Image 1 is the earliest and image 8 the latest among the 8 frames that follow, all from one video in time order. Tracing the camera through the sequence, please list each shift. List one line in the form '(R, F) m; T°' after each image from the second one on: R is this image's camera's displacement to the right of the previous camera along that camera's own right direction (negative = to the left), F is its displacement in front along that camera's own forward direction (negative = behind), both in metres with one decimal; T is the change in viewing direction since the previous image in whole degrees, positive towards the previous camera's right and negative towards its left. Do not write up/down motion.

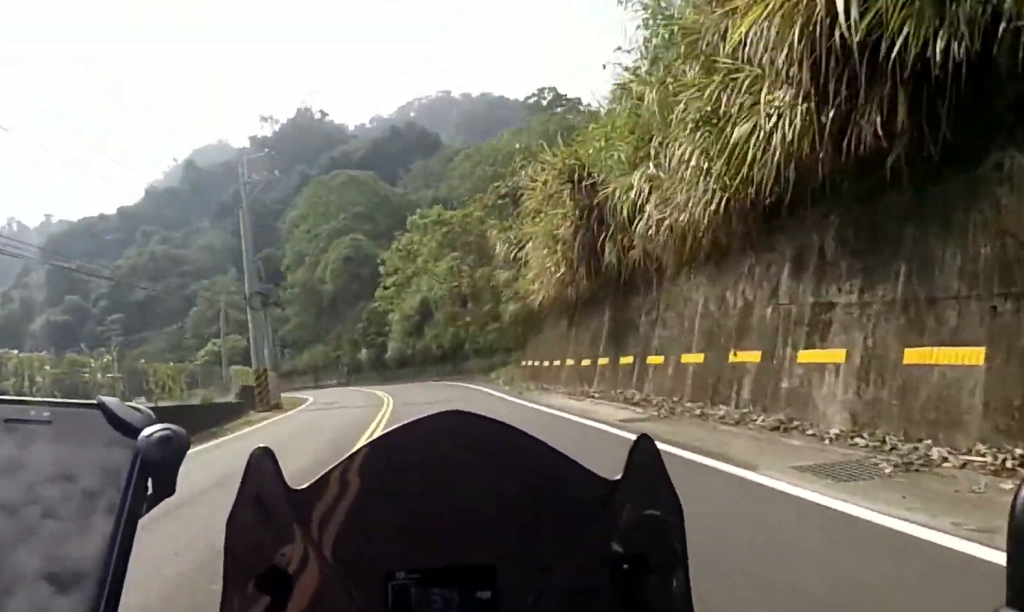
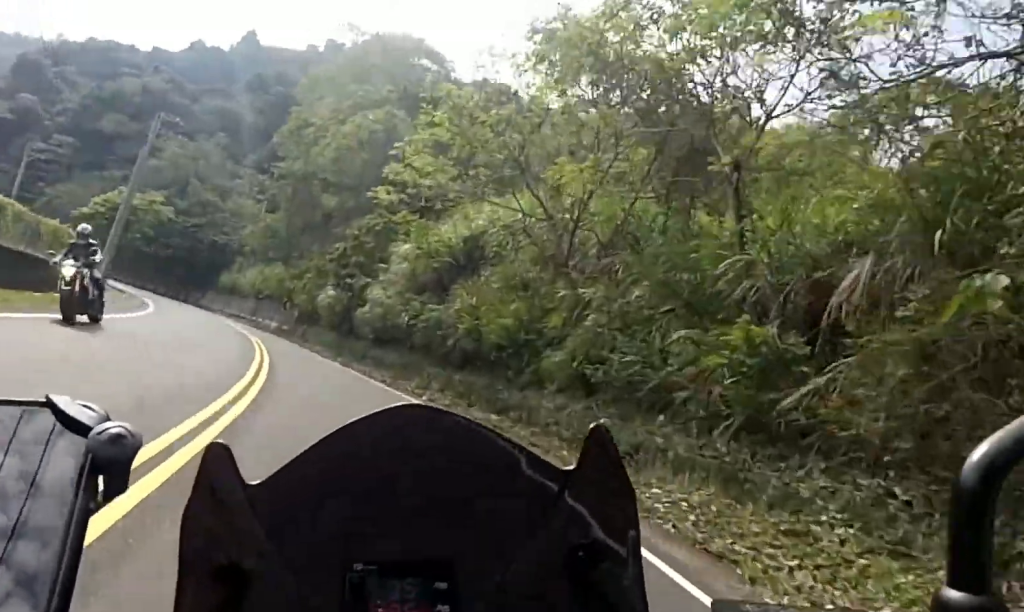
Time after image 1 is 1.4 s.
(+0.2, +23.1) m; -3°
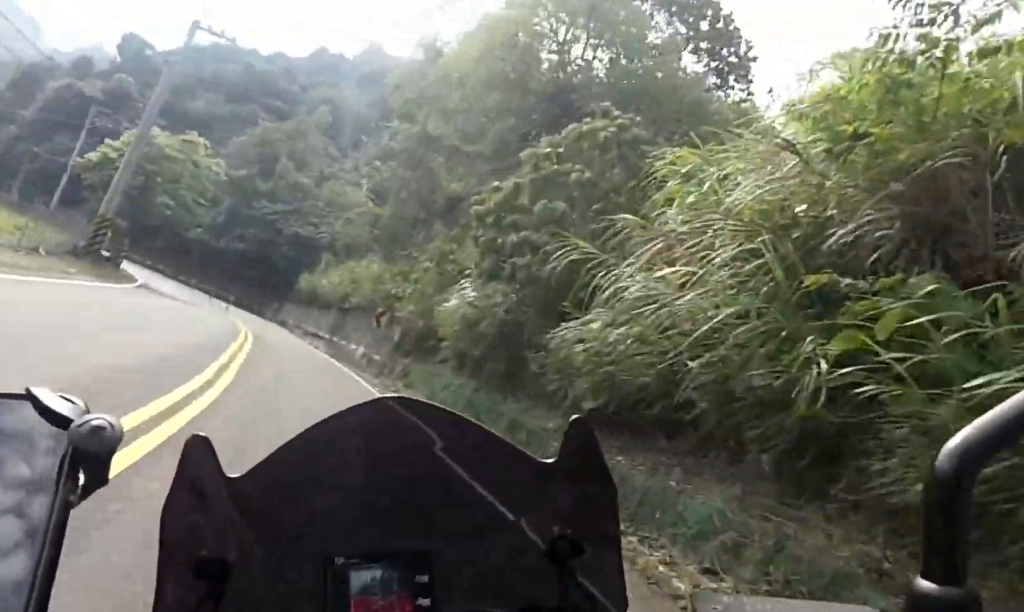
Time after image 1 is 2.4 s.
(-0.9, +15.7) m; -10°
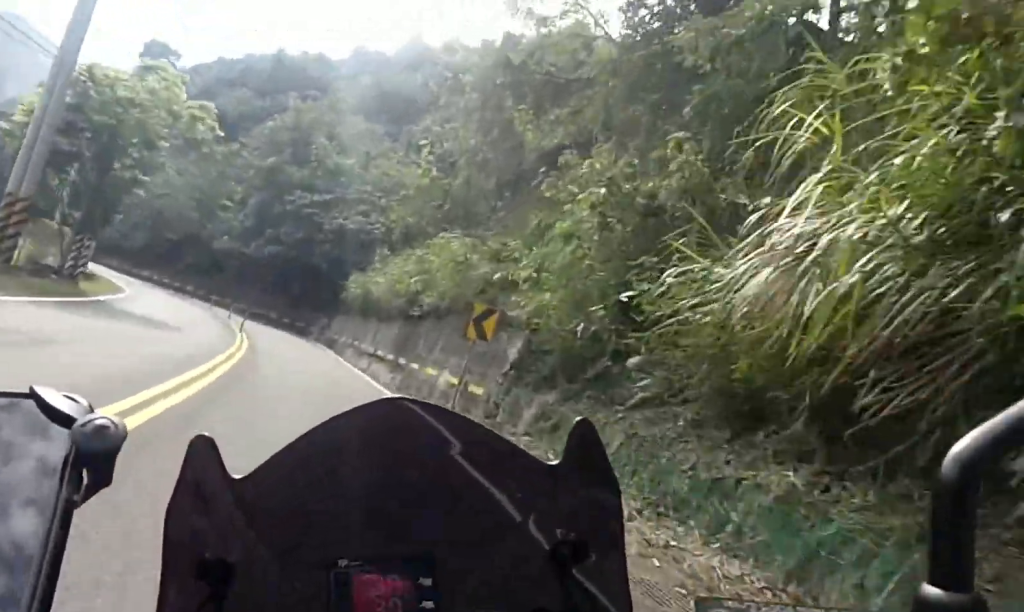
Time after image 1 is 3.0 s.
(-0.7, +9.4) m; -7°
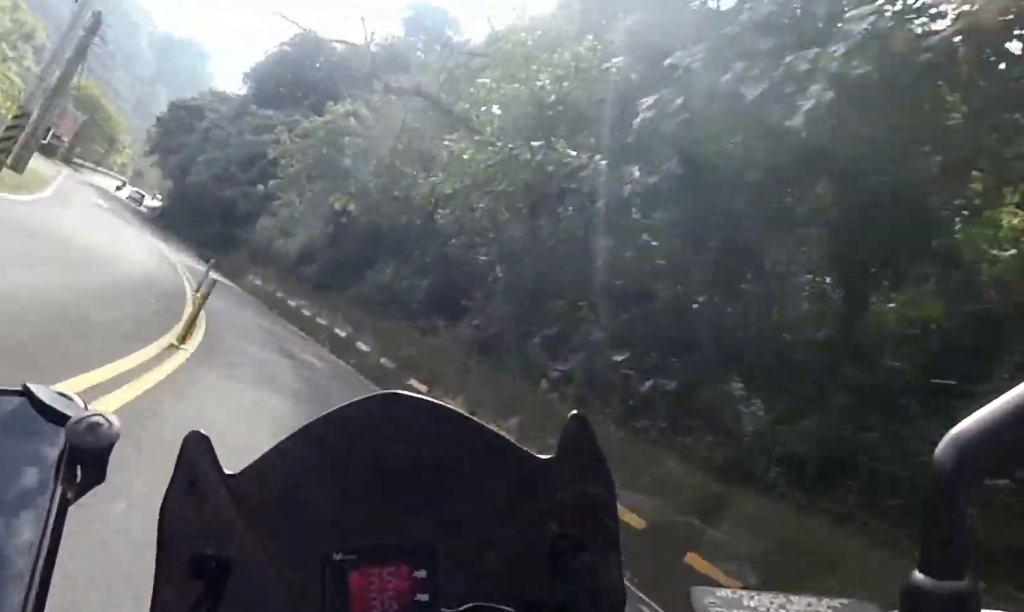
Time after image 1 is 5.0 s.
(-6.5, +31.8) m; -24°
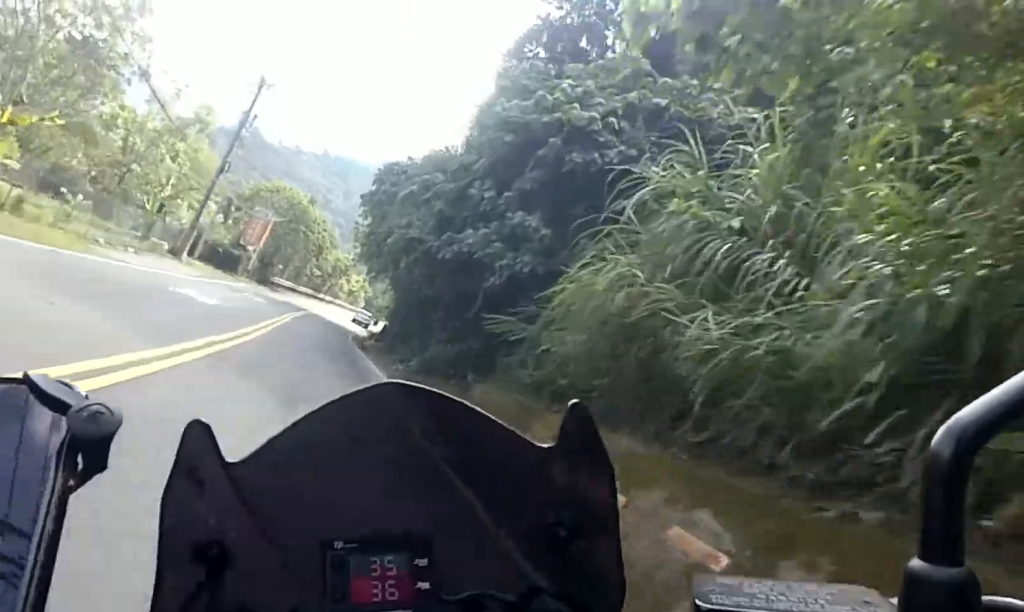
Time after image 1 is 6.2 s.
(-1.8, +22.8) m; -9°
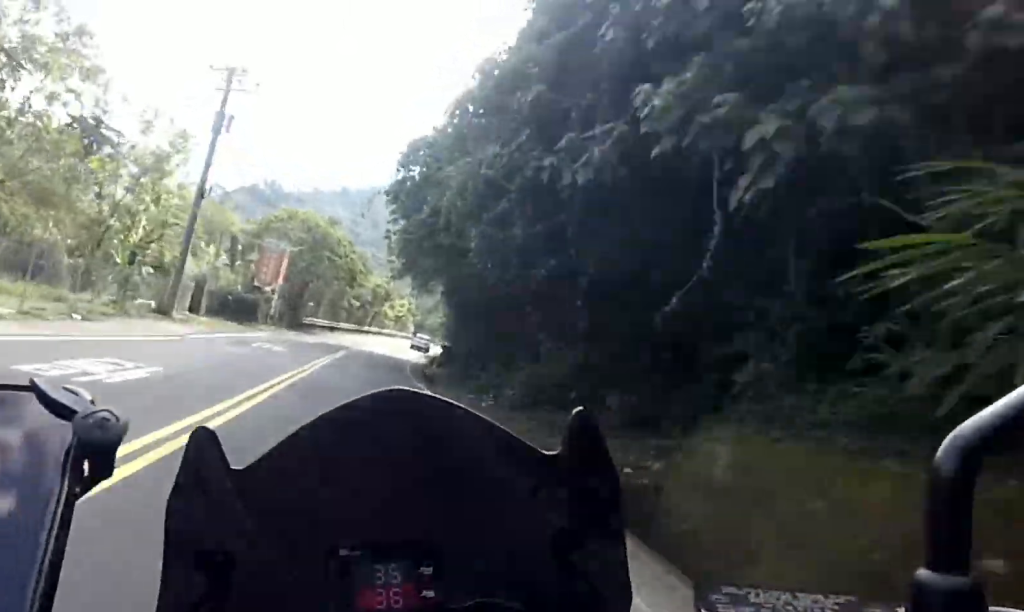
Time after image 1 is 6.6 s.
(-0.1, +8.1) m; -4°
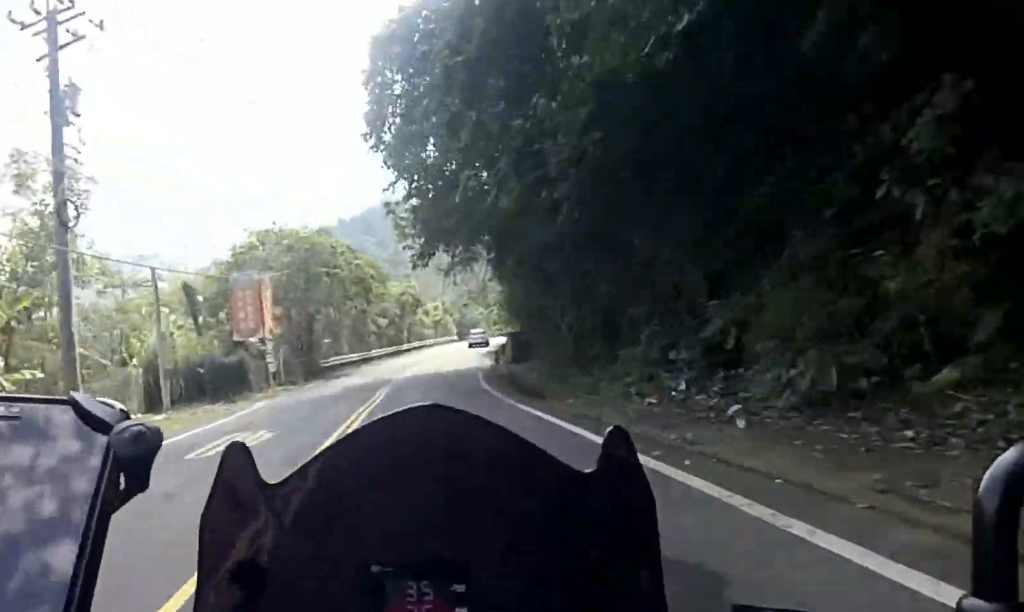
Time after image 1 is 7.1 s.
(-0.2, +9.9) m; -3°
